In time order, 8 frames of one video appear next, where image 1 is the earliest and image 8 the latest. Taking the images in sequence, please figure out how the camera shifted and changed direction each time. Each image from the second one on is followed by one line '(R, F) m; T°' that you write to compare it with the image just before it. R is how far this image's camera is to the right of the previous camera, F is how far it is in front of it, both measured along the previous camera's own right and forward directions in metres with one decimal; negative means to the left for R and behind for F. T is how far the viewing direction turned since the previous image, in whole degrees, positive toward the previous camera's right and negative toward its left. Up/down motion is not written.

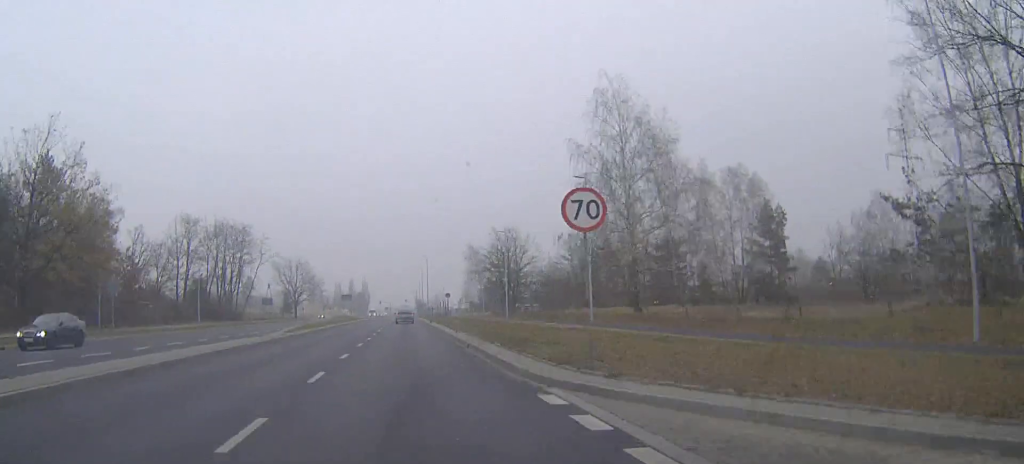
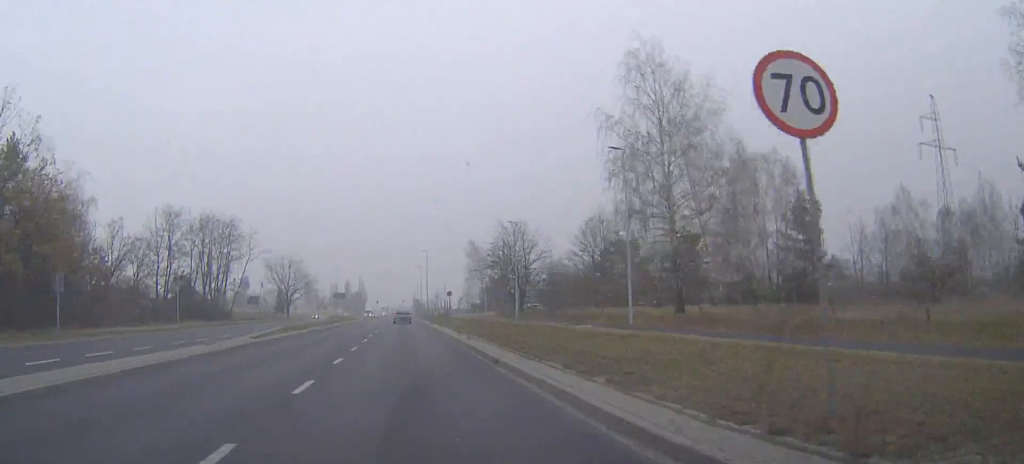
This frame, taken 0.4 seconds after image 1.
(0.0, +7.6) m; 0°
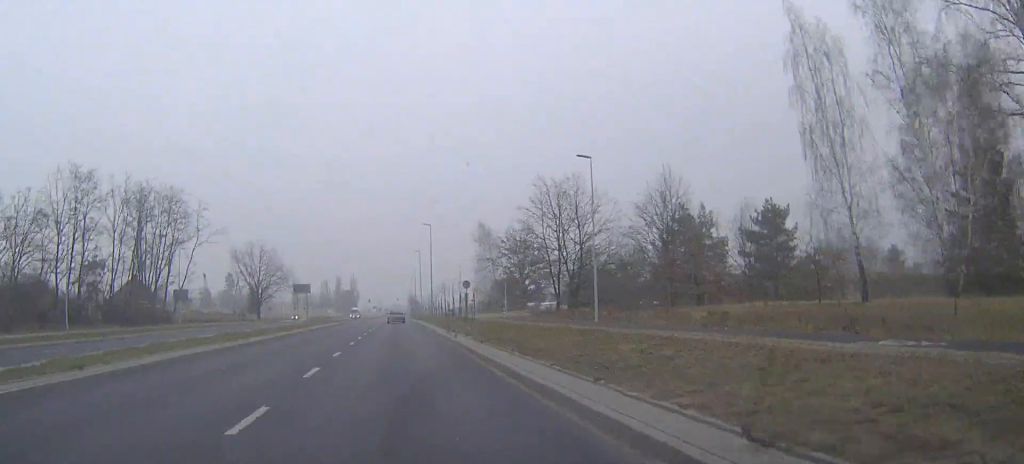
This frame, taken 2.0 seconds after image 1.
(+0.1, +27.2) m; +1°
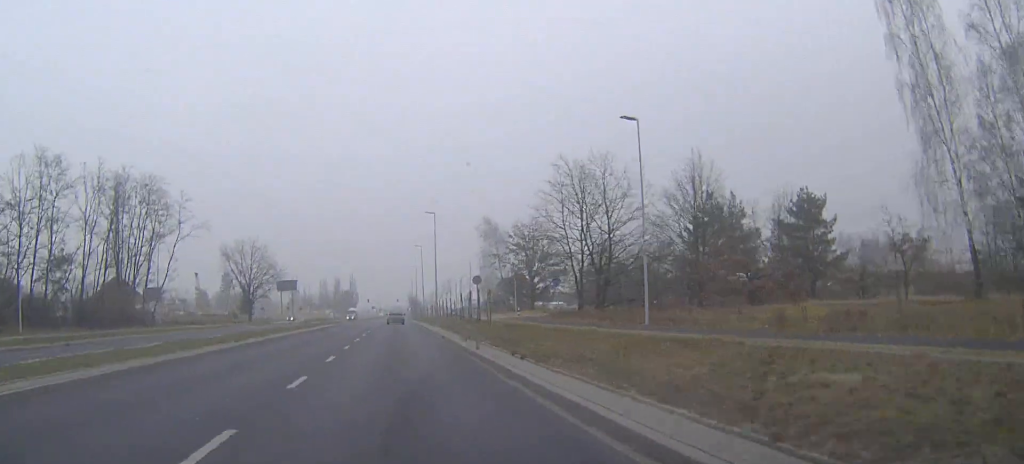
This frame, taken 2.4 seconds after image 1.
(0.0, +7.8) m; 0°
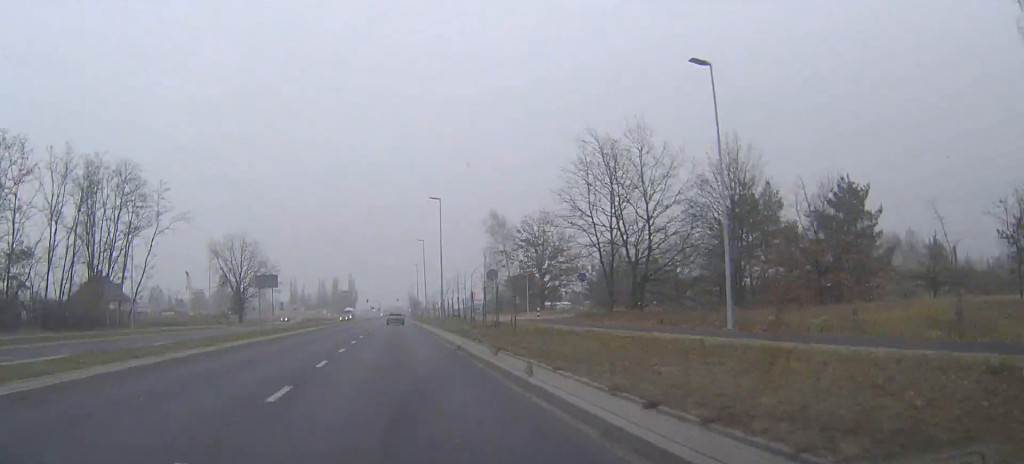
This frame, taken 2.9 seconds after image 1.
(0.0, +7.8) m; 0°
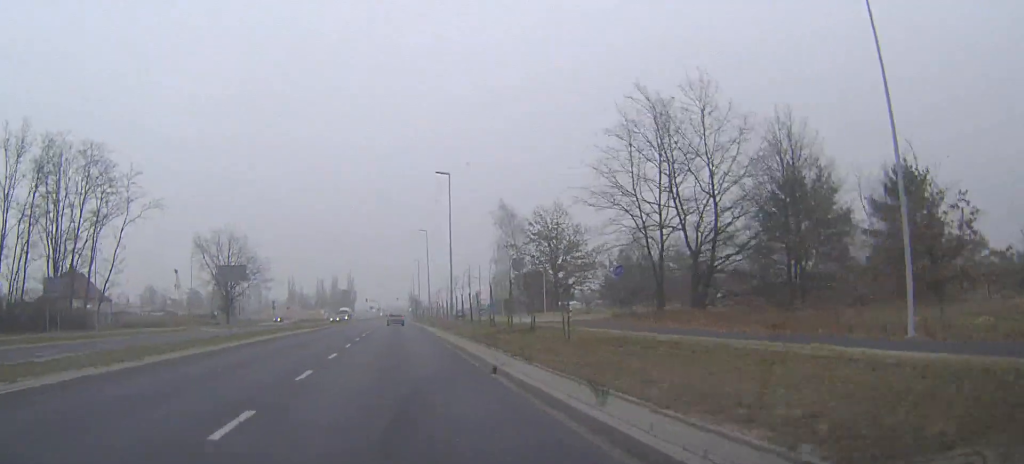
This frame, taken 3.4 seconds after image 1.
(0.0, +8.5) m; 0°
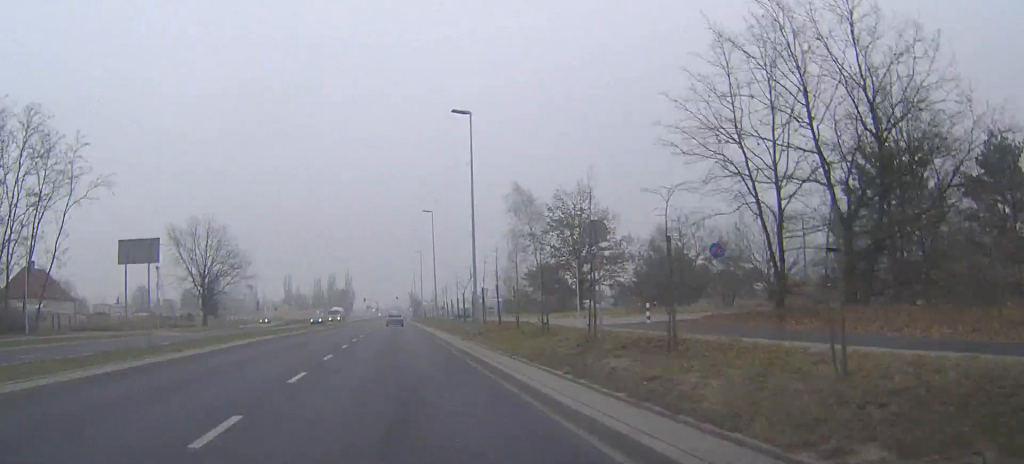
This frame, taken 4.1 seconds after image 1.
(0.0, +12.7) m; 0°
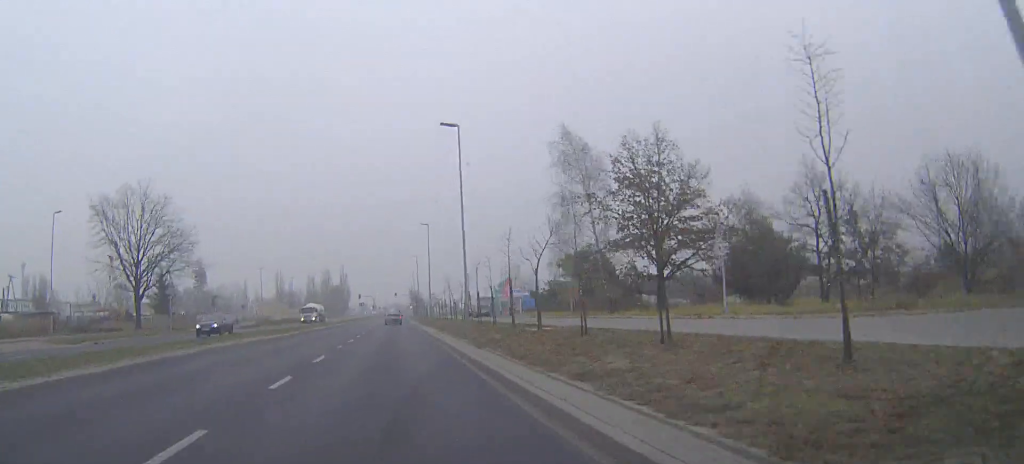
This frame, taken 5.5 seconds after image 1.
(0.0, +24.9) m; 0°
